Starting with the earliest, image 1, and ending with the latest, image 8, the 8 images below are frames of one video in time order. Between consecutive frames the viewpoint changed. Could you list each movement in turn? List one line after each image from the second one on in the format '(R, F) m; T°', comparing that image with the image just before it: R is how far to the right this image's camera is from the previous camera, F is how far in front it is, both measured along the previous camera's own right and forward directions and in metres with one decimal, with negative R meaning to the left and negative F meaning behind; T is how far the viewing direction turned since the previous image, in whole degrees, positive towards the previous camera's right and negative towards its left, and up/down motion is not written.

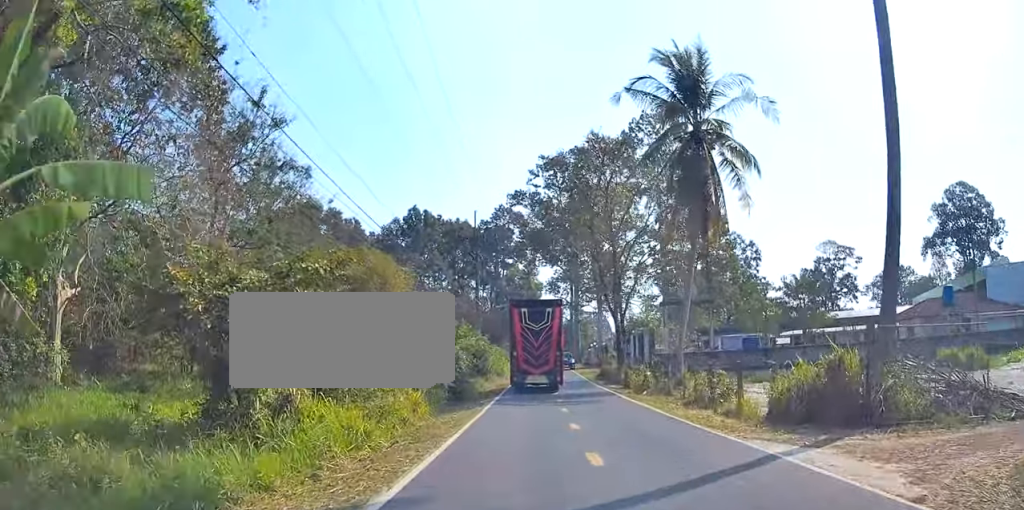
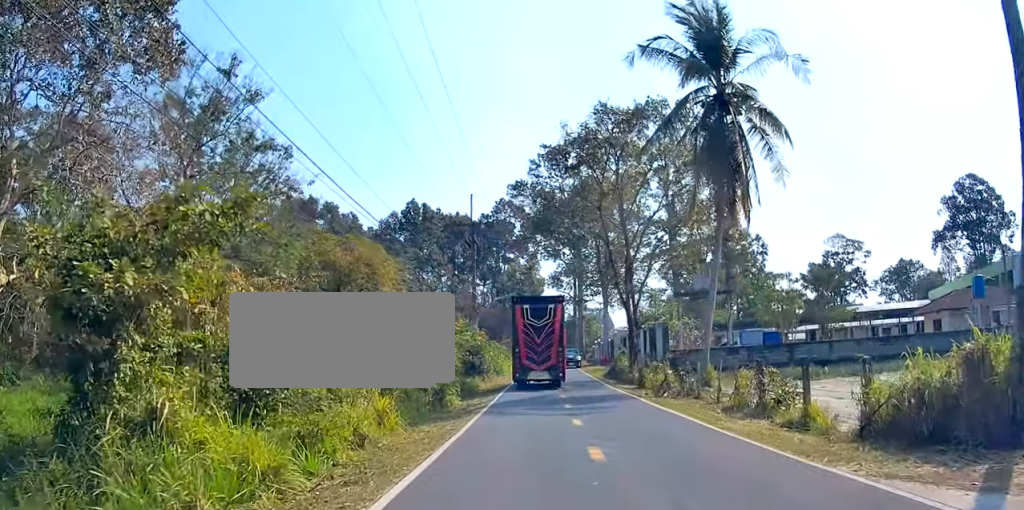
(-0.1, +3.5) m; -2°
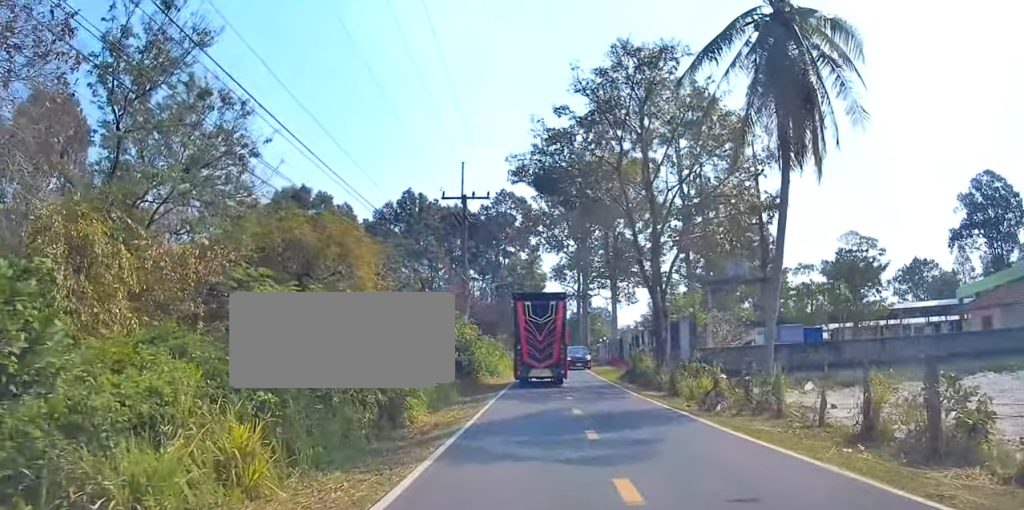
(0.0, +5.4) m; -1°
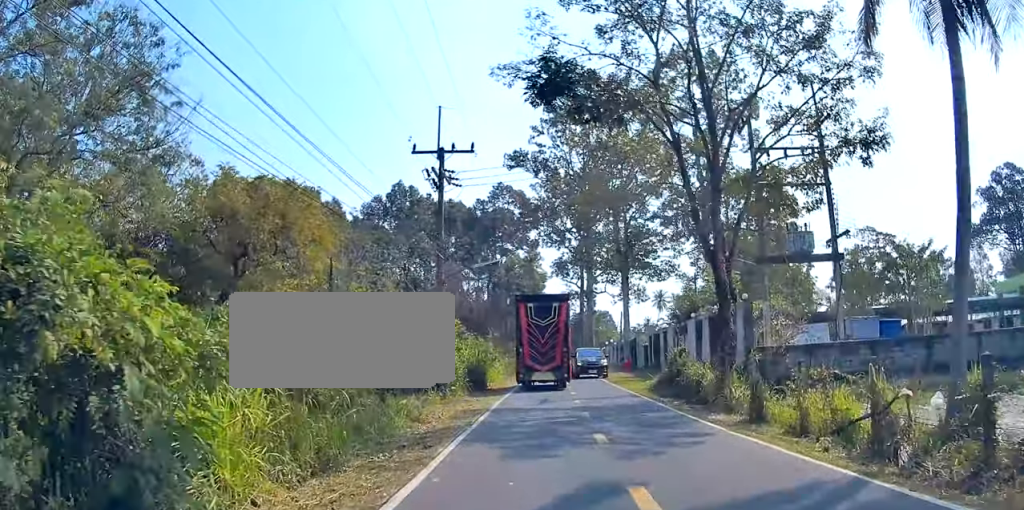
(-0.1, +7.3) m; +1°
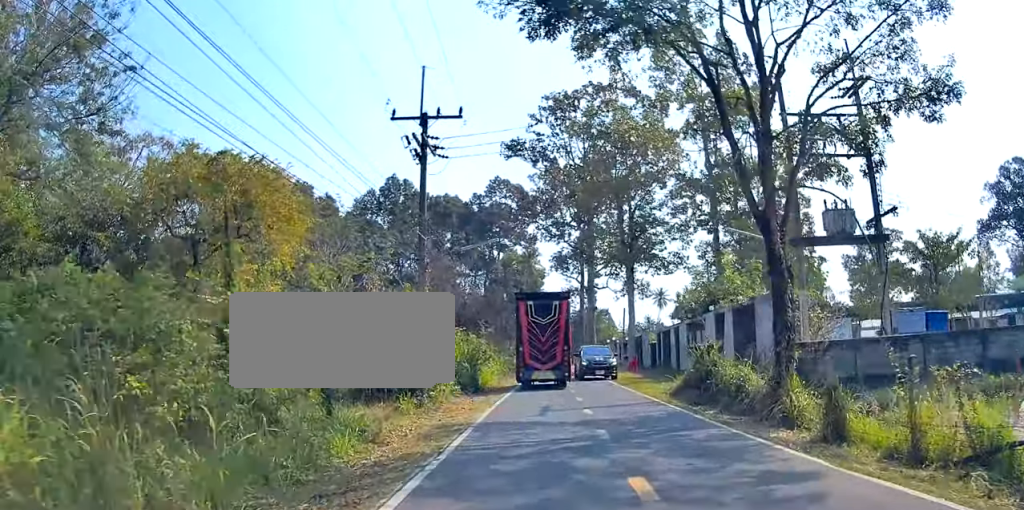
(+0.1, +3.8) m; 0°
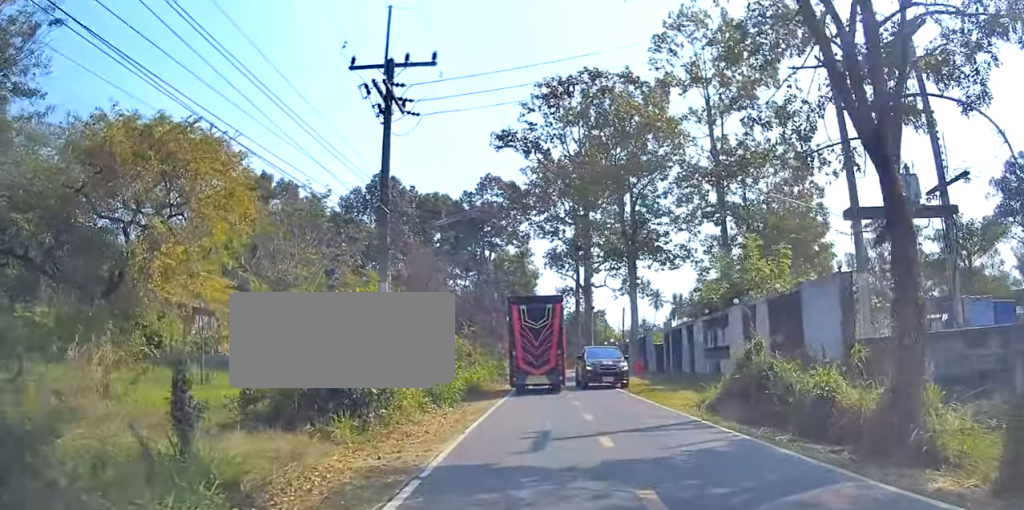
(+0.1, +4.5) m; 0°
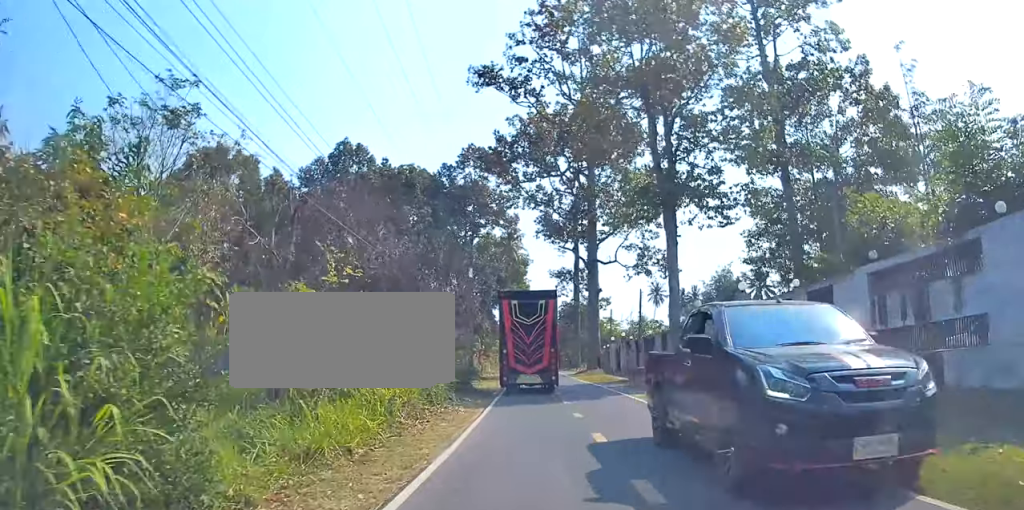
(+0.1, +15.5) m; +1°
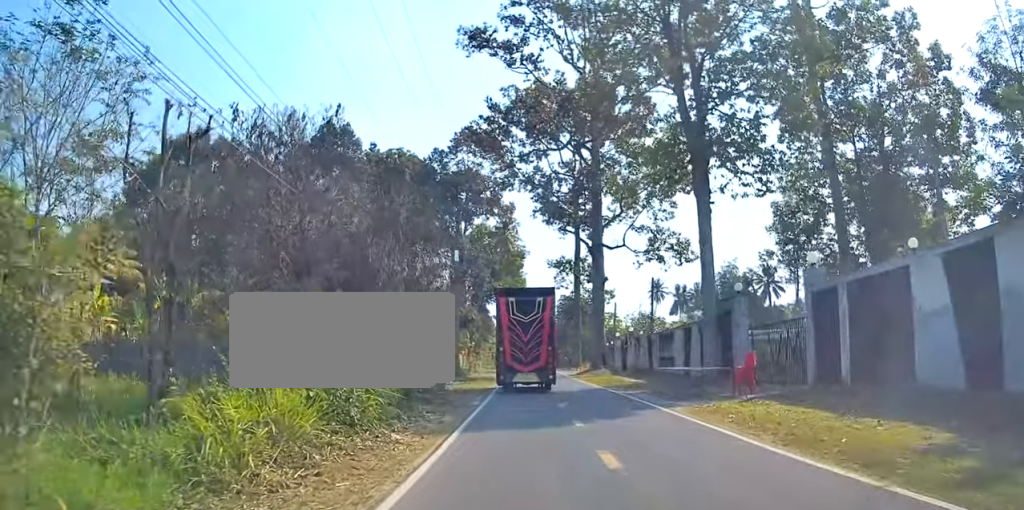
(-0.1, +6.6) m; -1°
